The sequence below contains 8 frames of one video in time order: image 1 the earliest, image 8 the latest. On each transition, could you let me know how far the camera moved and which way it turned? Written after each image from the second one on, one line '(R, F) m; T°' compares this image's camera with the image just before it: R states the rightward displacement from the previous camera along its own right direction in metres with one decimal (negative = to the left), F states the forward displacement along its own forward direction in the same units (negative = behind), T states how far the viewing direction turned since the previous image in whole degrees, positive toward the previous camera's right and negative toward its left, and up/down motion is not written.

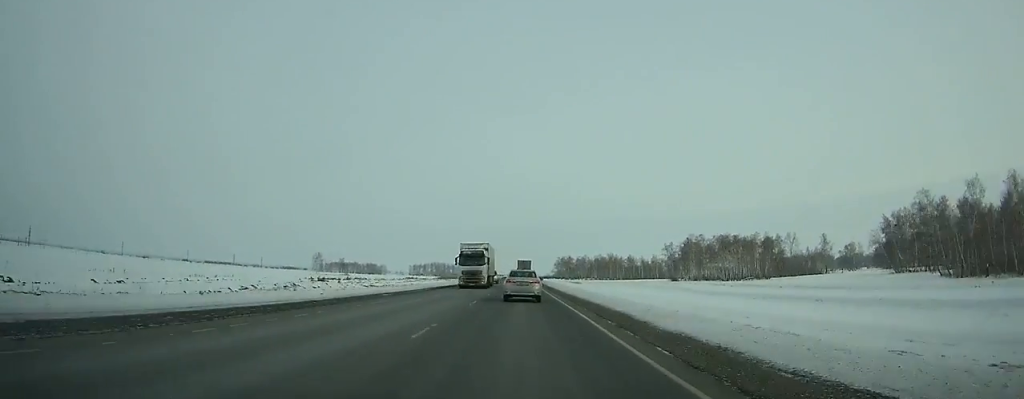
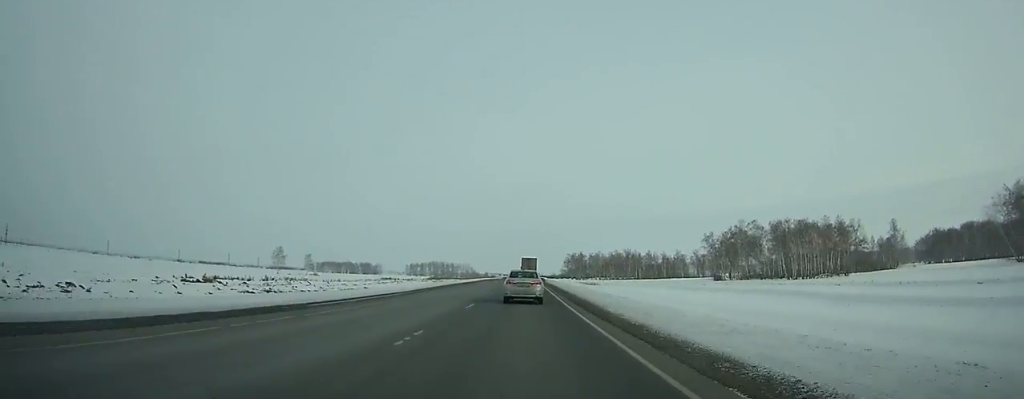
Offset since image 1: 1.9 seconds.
(-0.1, +49.7) m; 0°
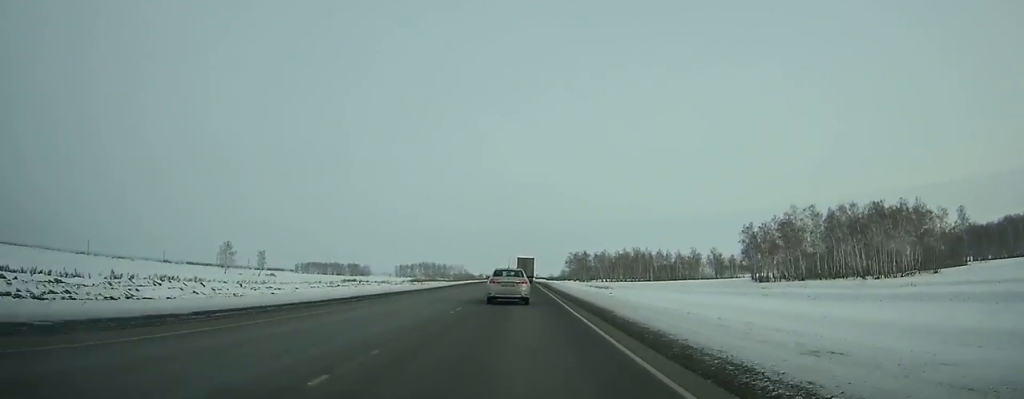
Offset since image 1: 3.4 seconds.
(0.0, +37.3) m; 0°
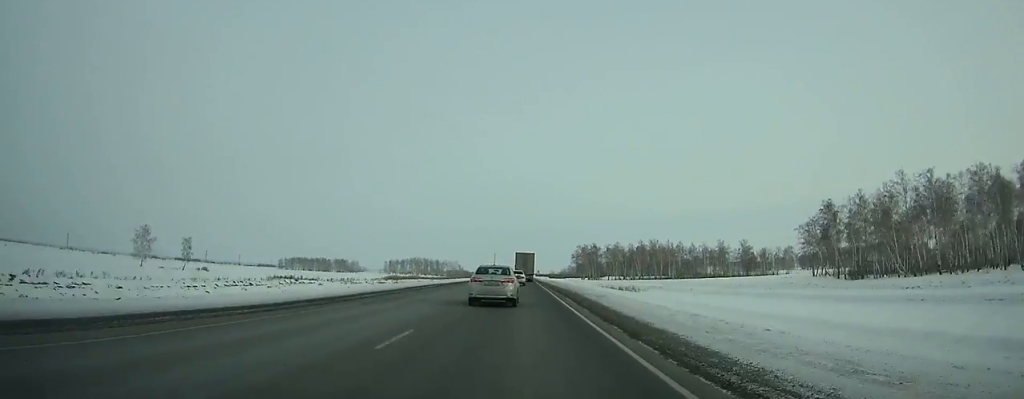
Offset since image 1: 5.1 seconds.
(0.0, +41.9) m; 0°
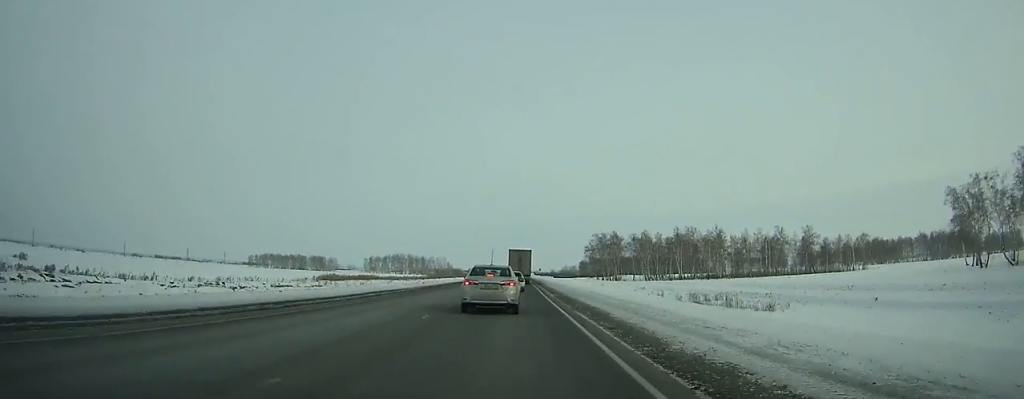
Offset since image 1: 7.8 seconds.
(0.0, +61.8) m; 0°
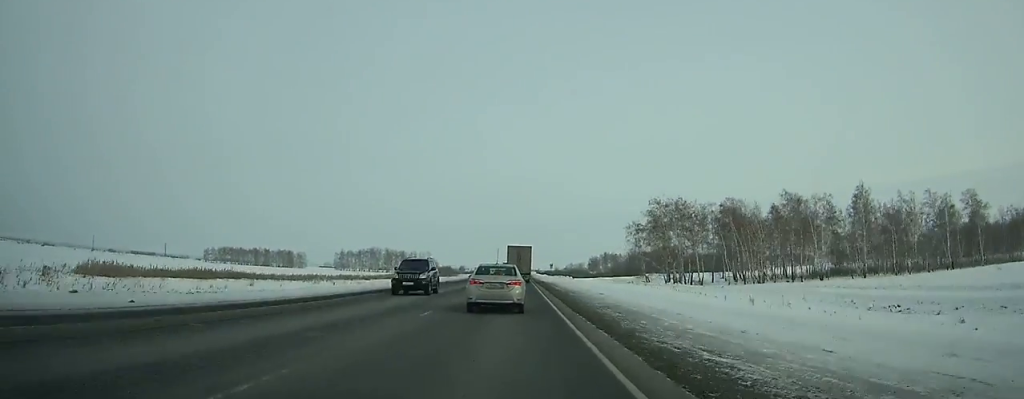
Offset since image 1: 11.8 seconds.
(+0.3, +83.6) m; 0°
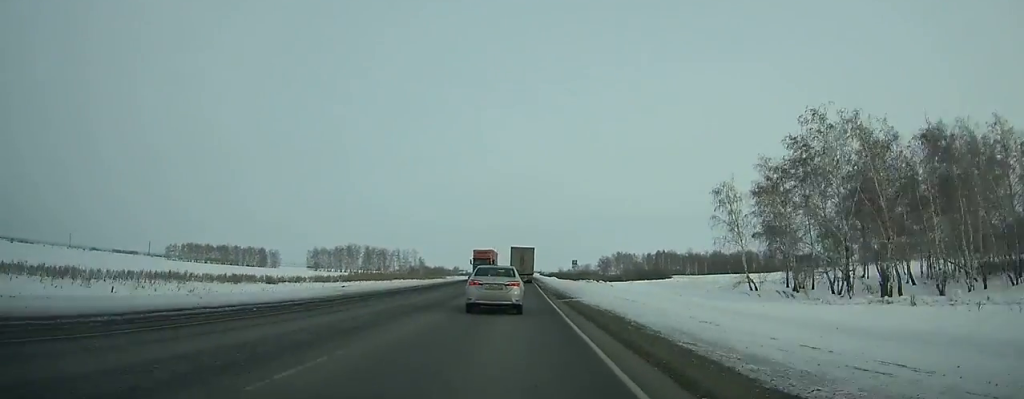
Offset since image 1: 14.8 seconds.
(+0.1, +59.1) m; 0°
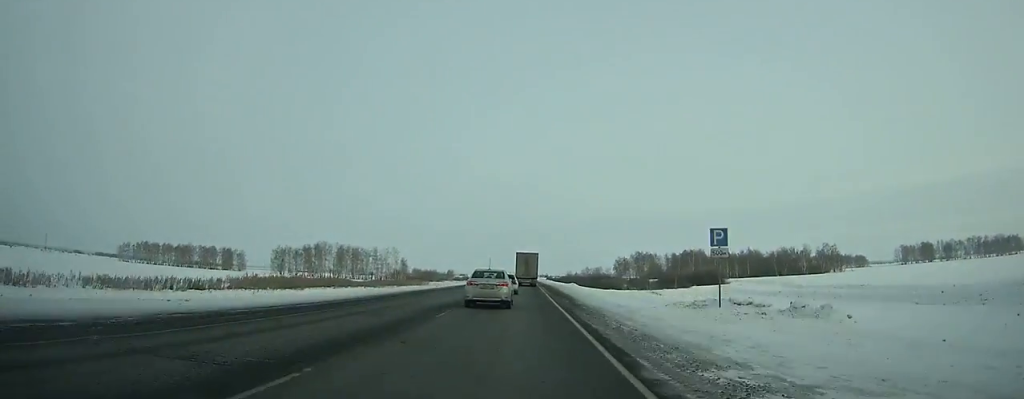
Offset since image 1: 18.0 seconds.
(-0.1, +62.4) m; 0°
